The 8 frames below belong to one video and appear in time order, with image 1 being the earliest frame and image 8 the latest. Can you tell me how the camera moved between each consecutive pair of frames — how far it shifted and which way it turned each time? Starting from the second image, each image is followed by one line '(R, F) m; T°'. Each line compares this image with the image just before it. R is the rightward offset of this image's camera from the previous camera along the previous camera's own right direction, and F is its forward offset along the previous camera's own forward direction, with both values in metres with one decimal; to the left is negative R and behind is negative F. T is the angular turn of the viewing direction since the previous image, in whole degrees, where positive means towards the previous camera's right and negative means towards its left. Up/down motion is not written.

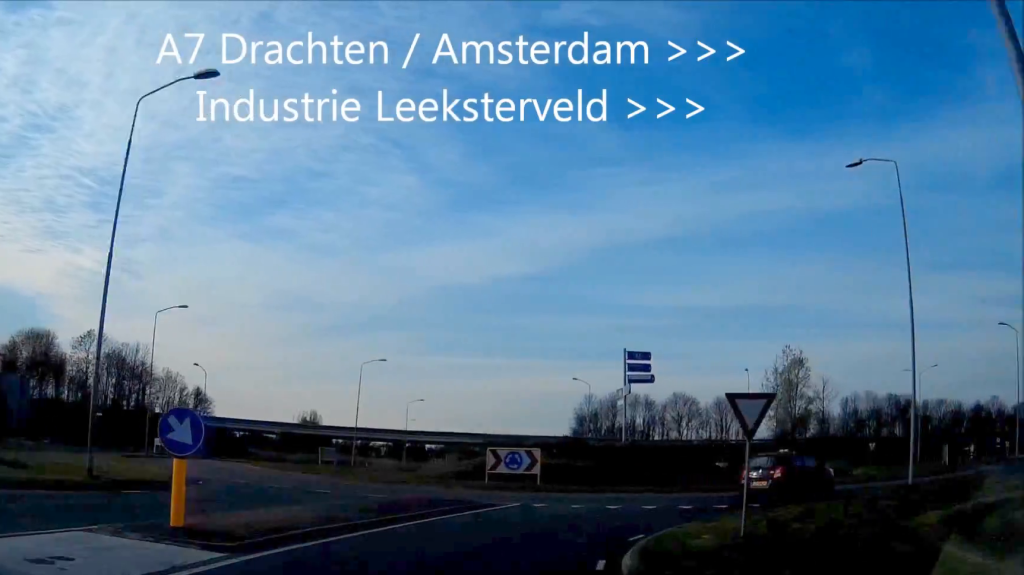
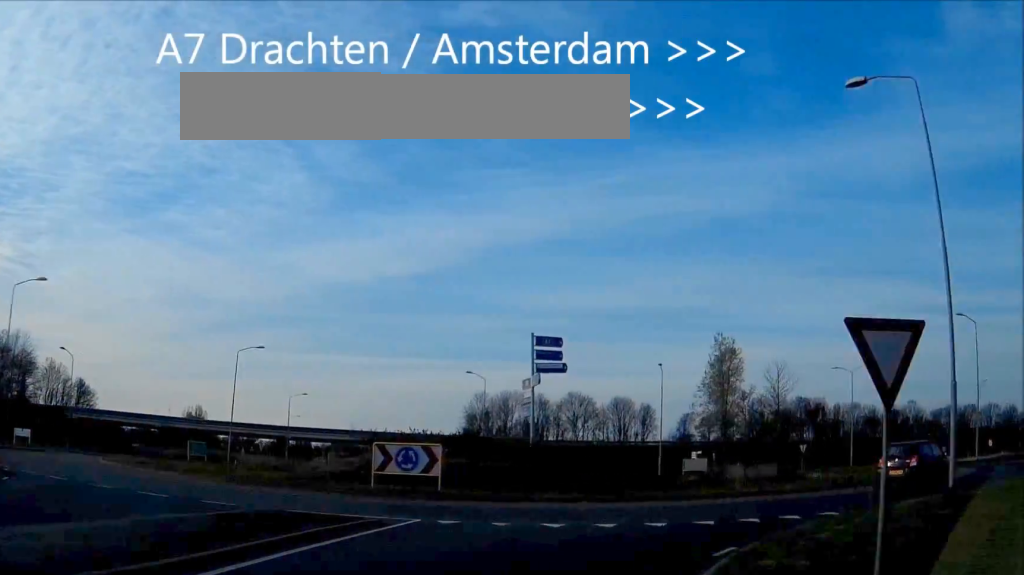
(-0.8, +6.8) m; +10°
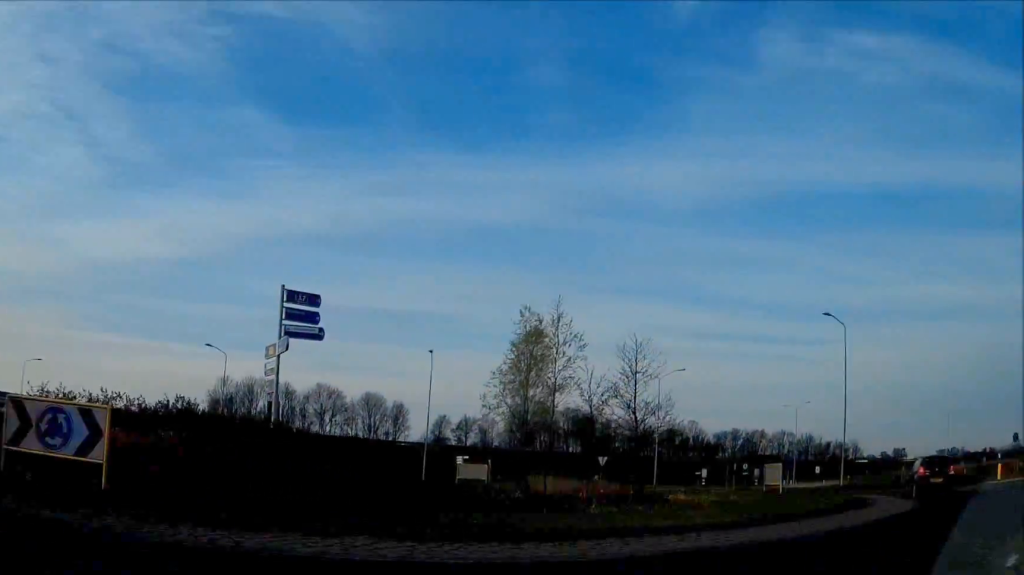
(+2.5, +9.6) m; +24°
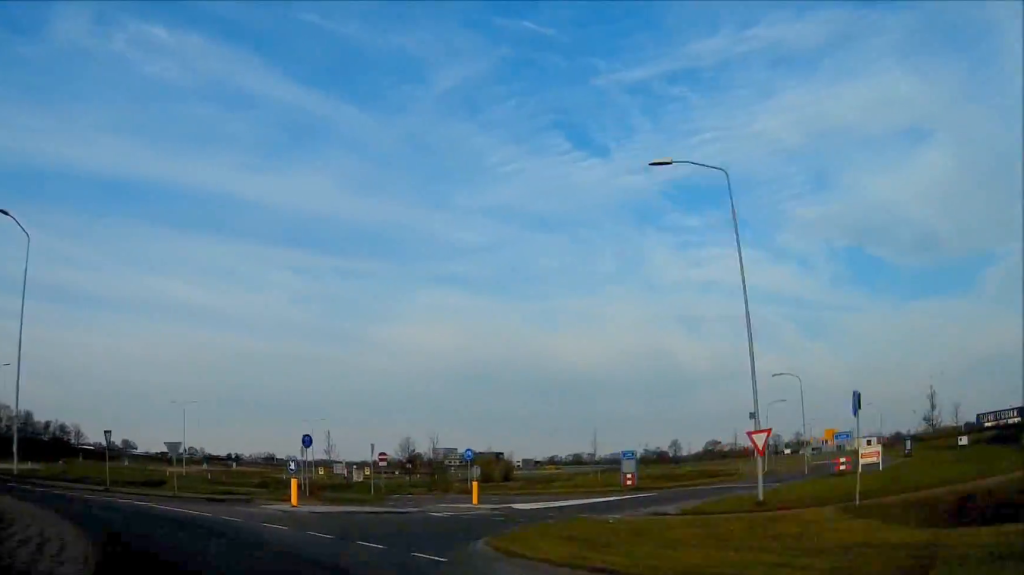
(+6.1, +15.7) m; +11°
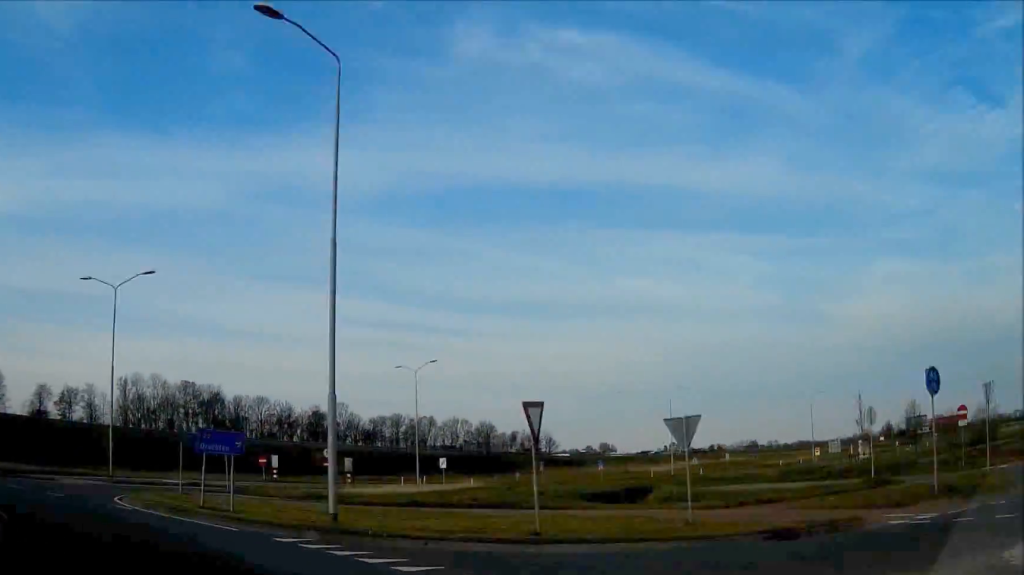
(-3.6, +14.1) m; -21°
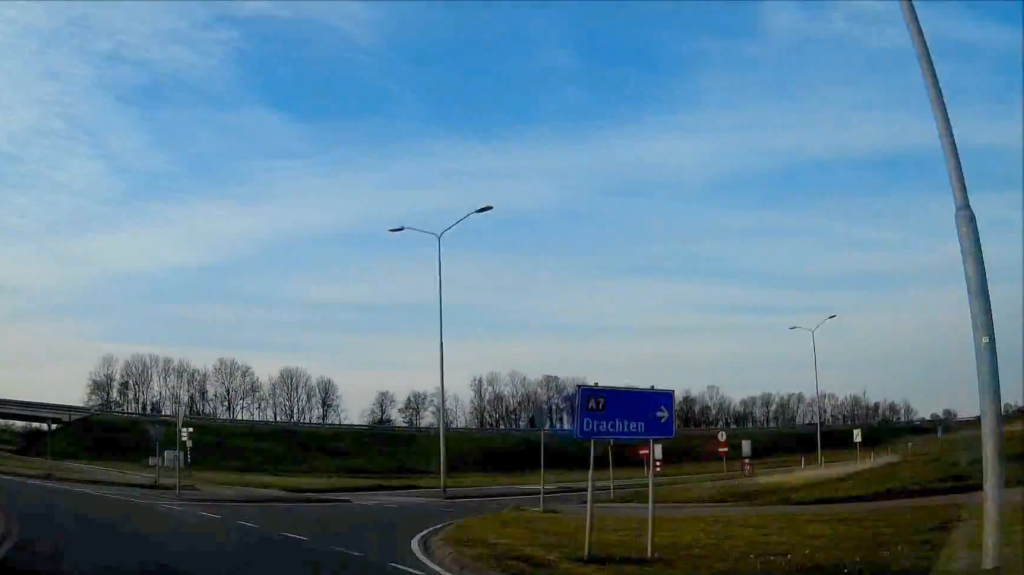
(-0.9, +10.6) m; -19°
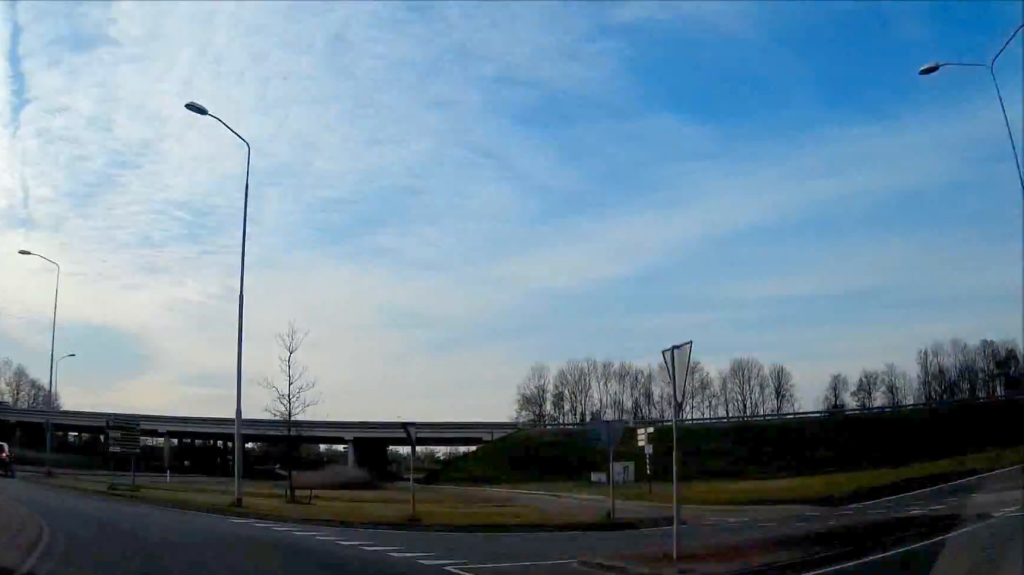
(-1.8, +11.8) m; -25°
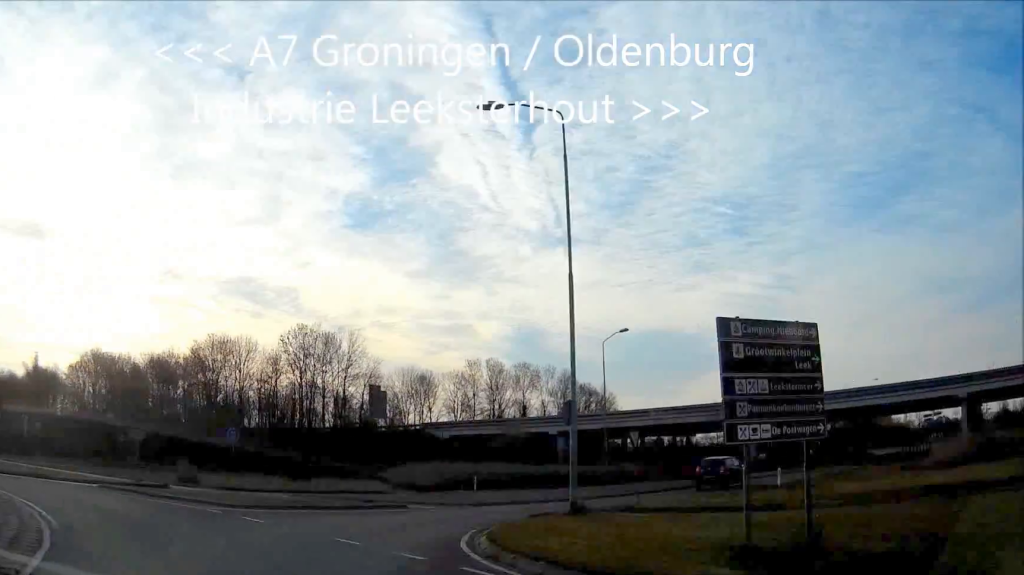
(-6.6, +17.9) m; -17°
